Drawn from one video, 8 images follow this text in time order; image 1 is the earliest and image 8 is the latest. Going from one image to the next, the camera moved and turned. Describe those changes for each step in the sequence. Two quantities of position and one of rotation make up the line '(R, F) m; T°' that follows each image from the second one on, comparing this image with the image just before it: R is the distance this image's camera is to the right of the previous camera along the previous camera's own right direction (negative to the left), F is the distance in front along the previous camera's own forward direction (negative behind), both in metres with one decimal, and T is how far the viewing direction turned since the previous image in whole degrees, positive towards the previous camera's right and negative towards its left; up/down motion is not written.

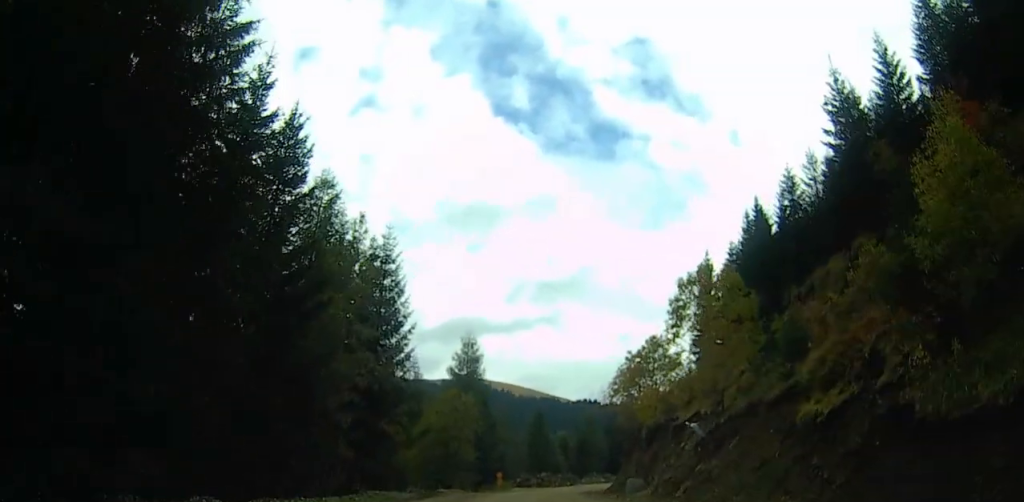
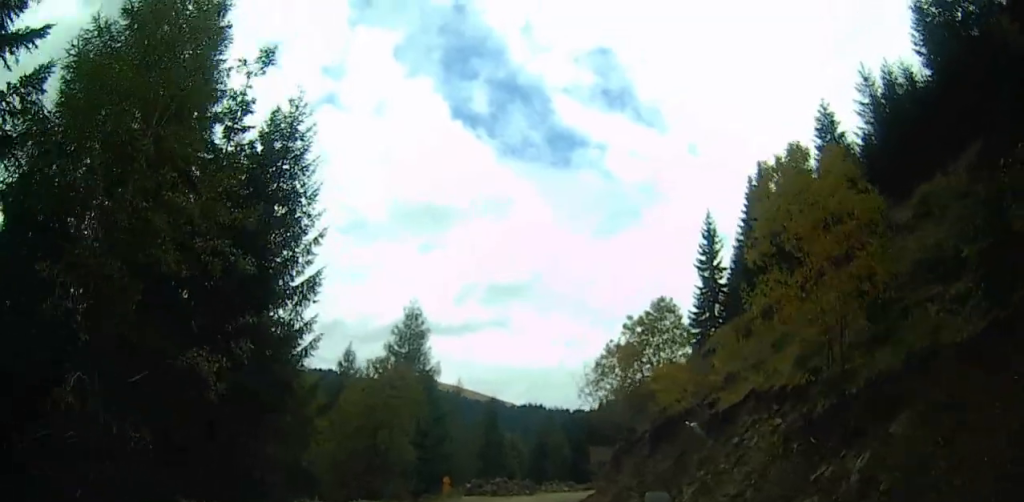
(+0.8, +13.8) m; +8°
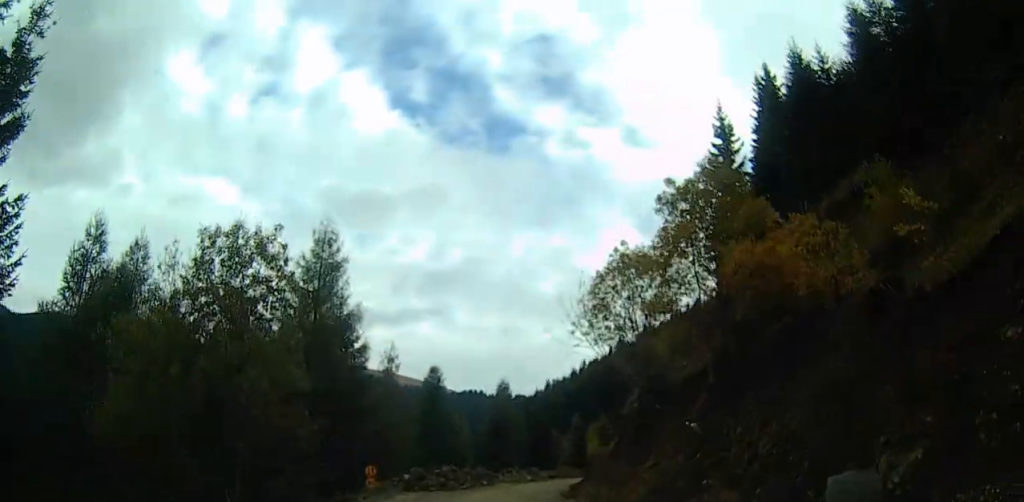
(+1.6, +17.9) m; +6°
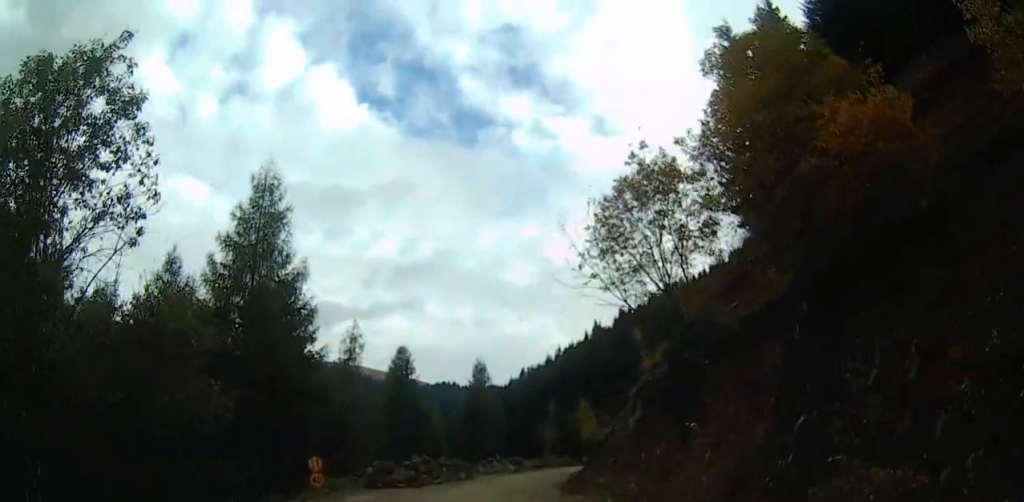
(-0.2, +8.2) m; -1°
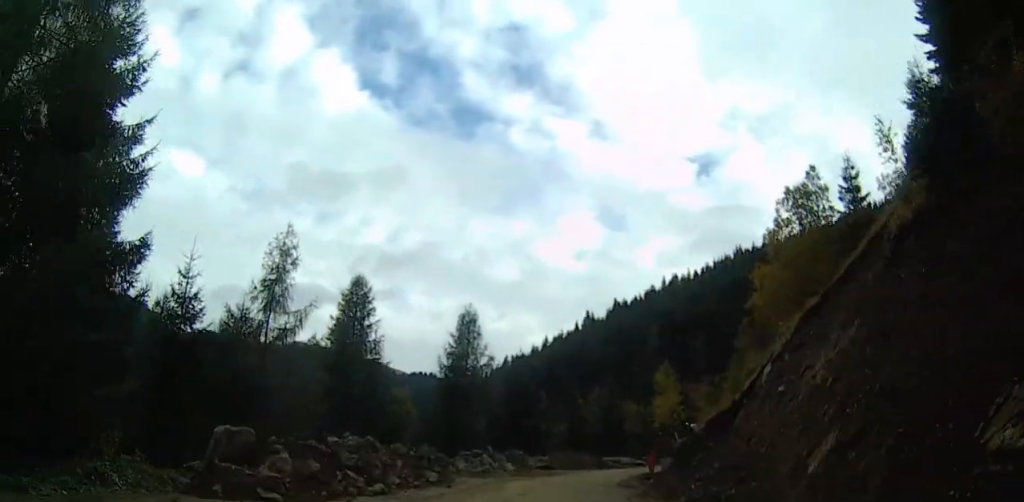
(+1.2, +22.6) m; +7°
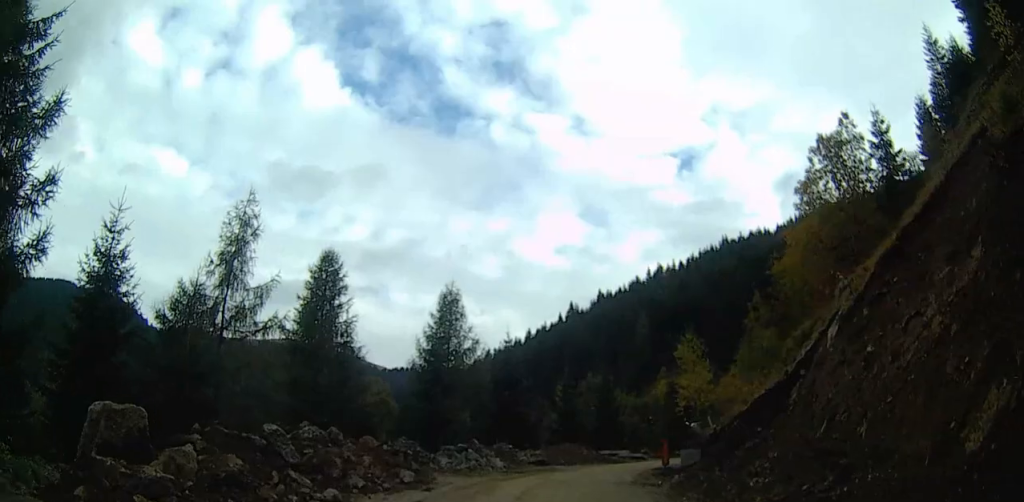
(+0.1, +4.9) m; +2°
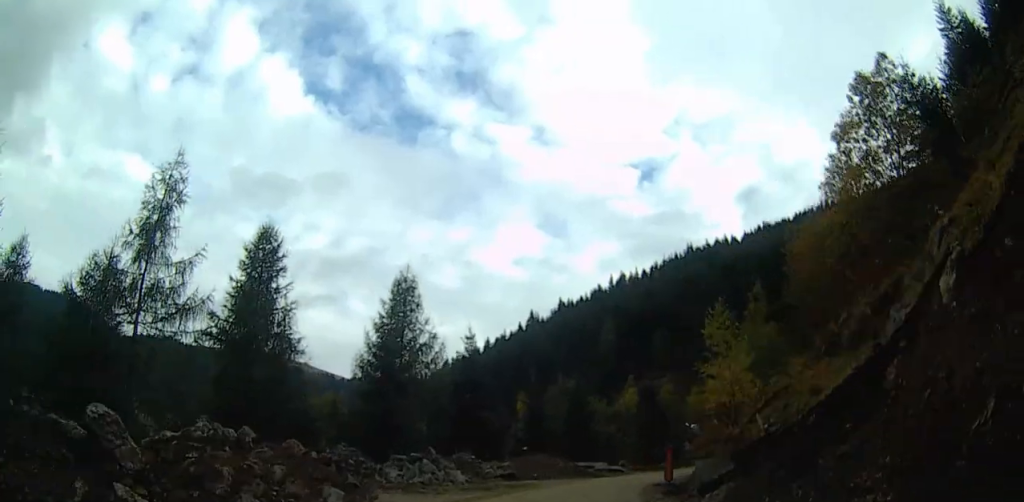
(0.0, +5.6) m; +2°
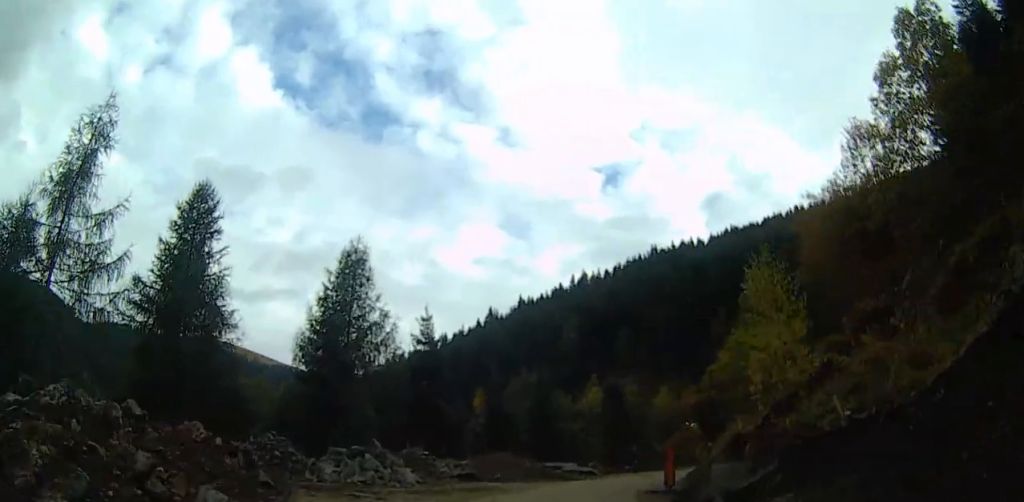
(+0.1, +4.6) m; +2°
